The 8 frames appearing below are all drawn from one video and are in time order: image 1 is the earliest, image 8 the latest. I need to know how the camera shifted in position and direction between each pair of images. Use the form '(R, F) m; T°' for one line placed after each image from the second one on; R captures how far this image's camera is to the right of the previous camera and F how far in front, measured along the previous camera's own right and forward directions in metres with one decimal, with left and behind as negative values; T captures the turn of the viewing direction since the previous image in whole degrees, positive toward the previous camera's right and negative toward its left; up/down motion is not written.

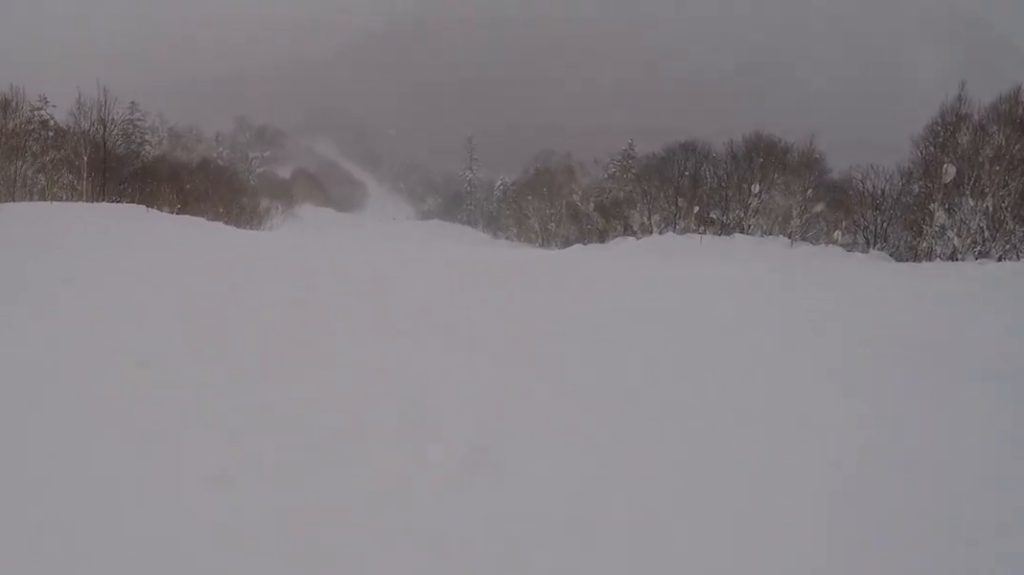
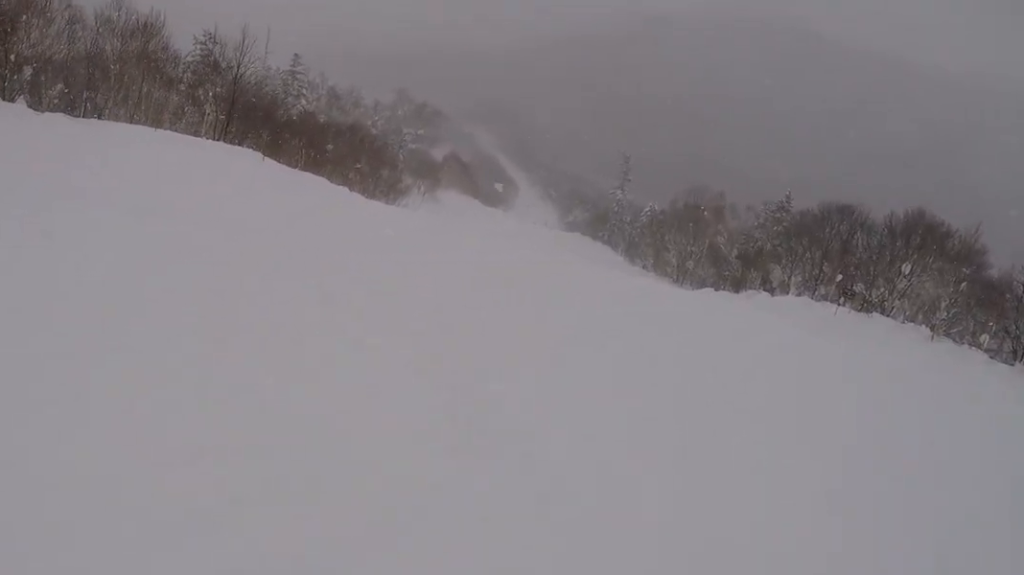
(-0.8, +2.2) m; -20°
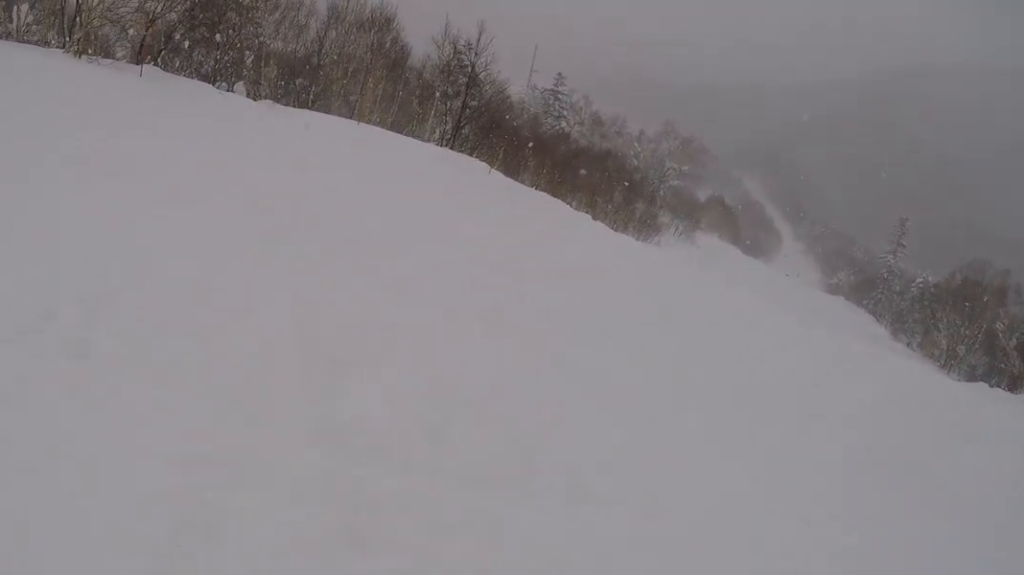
(-1.7, +4.2) m; -15°
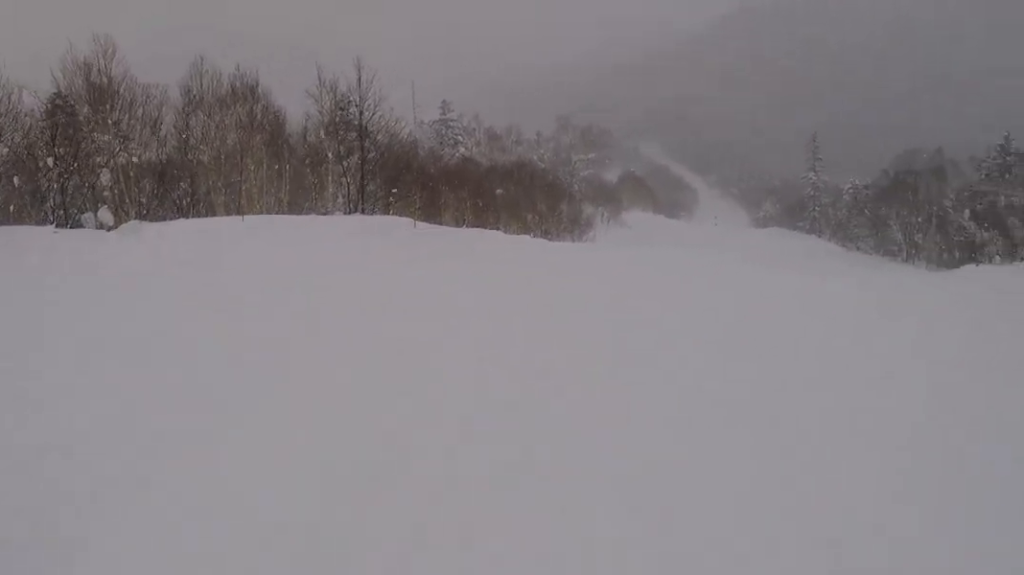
(+0.5, +4.8) m; +33°
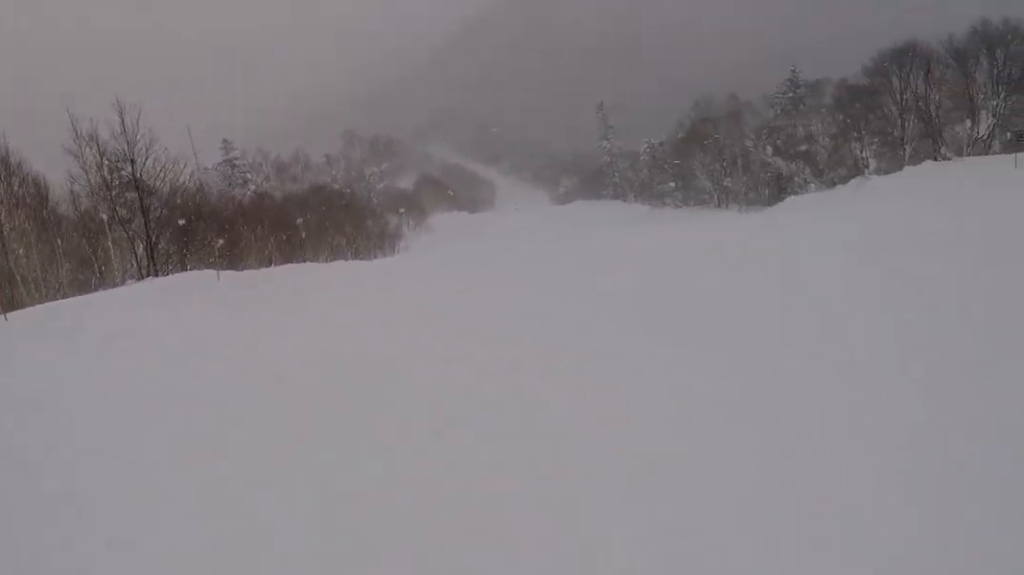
(+1.1, +2.5) m; +18°
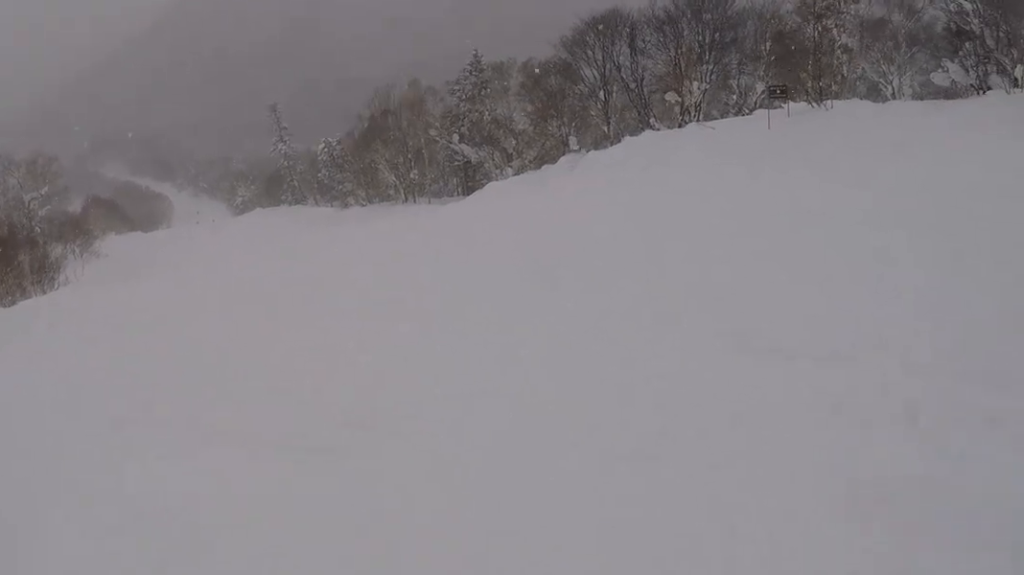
(+1.0, +5.9) m; +10°
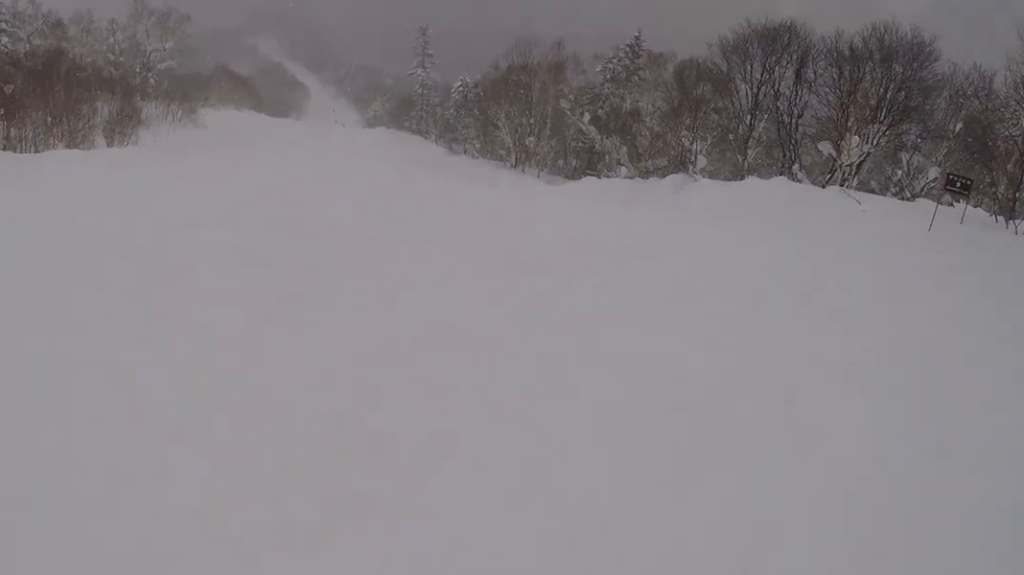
(-0.3, +6.5) m; -34°
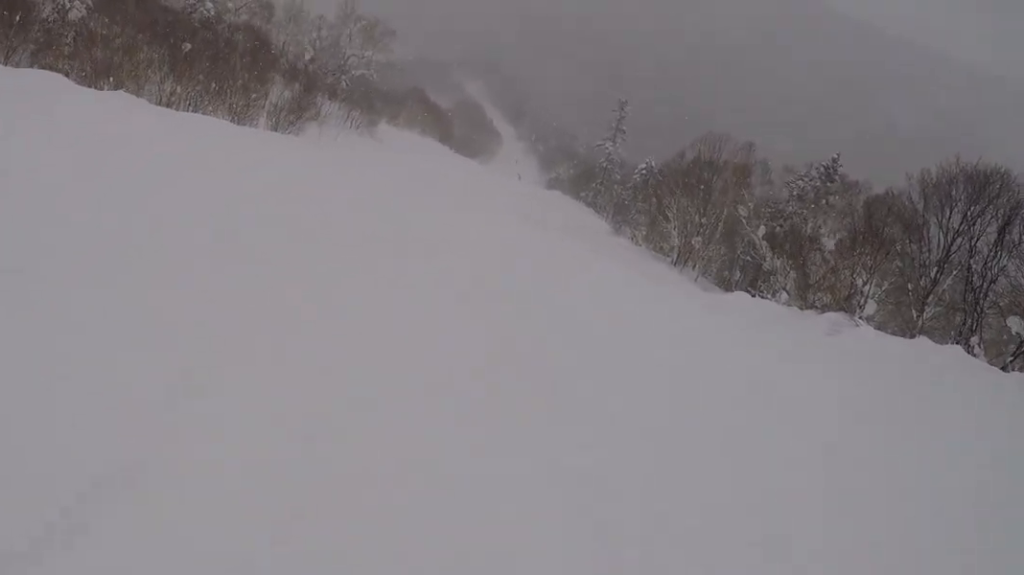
(-1.9, +3.1) m; -24°
